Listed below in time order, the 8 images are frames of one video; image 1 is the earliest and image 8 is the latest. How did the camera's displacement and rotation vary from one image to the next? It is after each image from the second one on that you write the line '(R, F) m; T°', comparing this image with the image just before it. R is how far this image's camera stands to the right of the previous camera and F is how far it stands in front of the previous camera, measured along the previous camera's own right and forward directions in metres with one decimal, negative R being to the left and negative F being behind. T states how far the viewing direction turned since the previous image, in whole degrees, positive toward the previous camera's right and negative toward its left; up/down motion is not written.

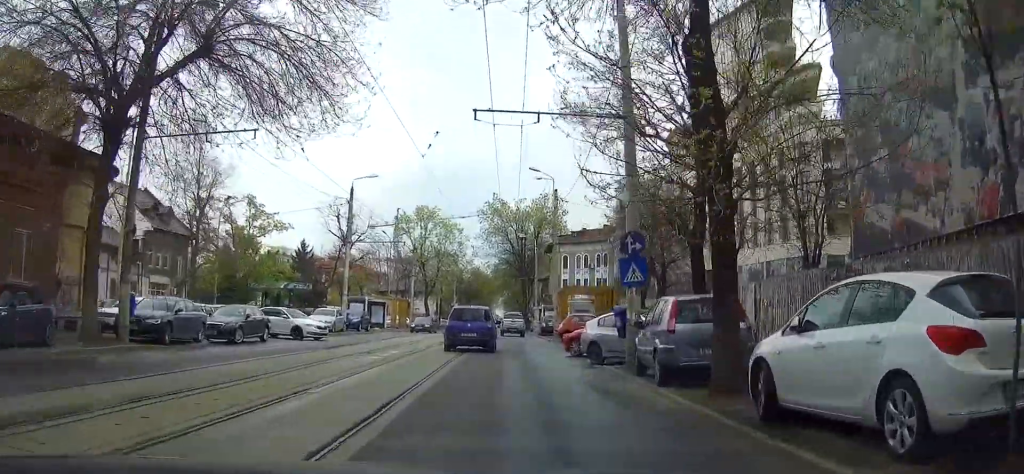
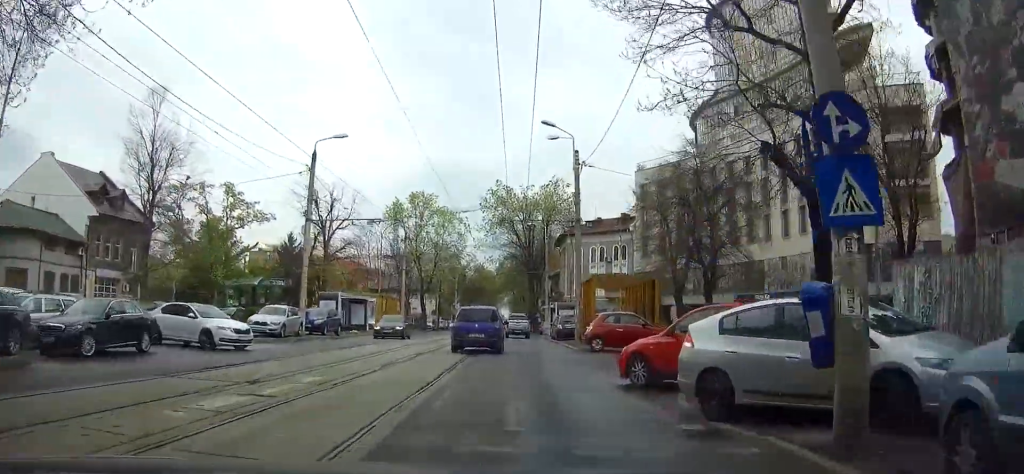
(-0.1, +11.0) m; +1°
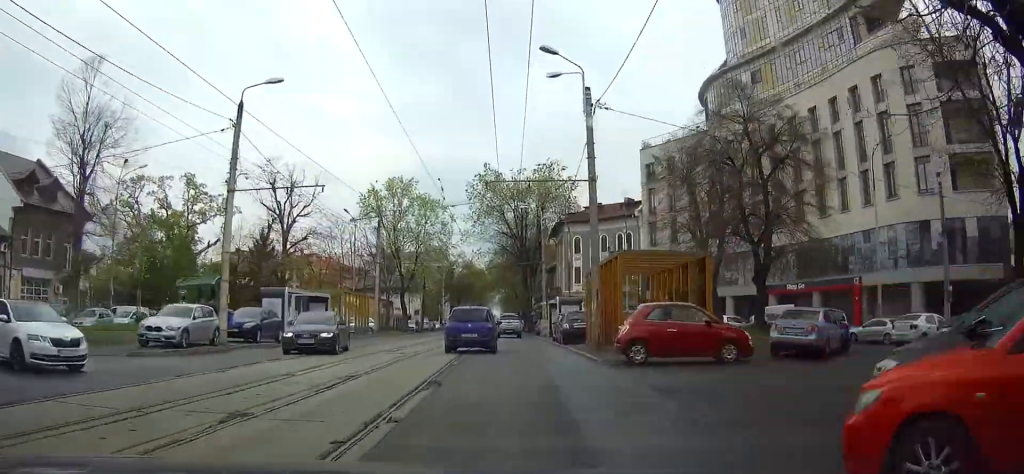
(+0.2, +9.8) m; +1°
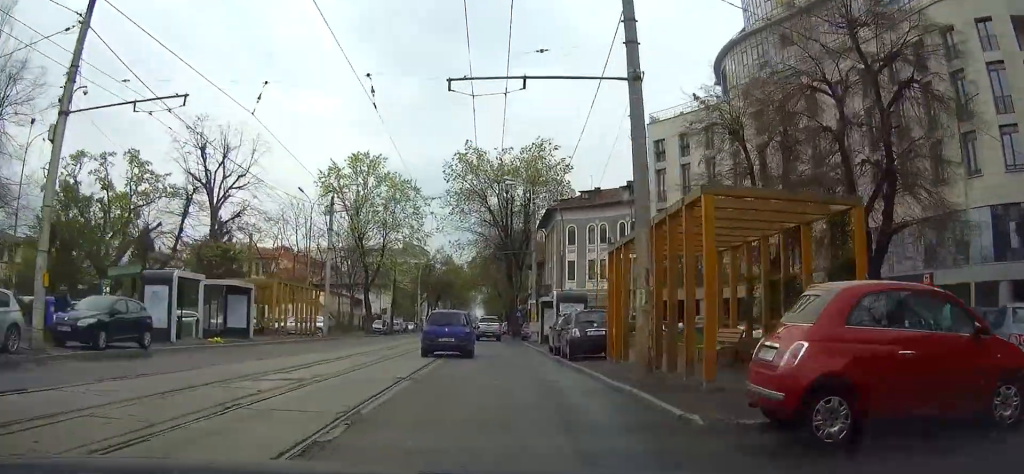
(-0.1, +11.2) m; +1°
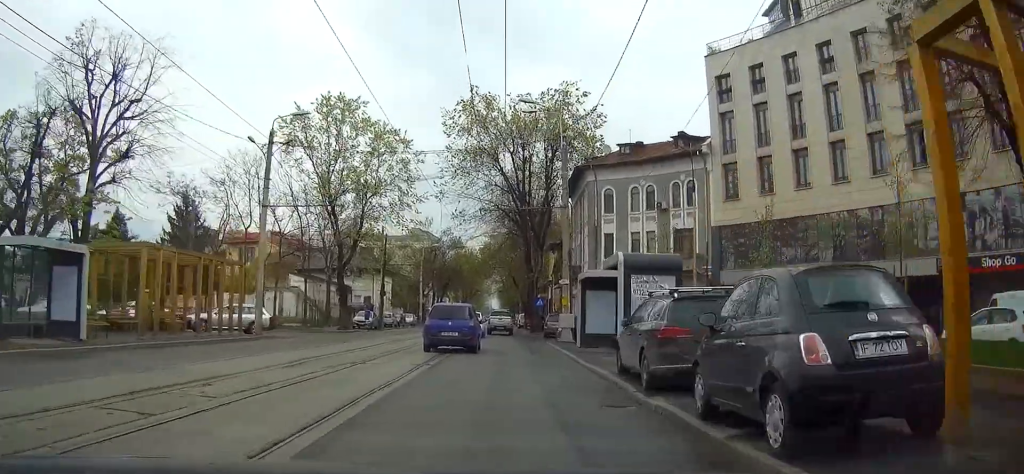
(+0.1, +15.3) m; 0°
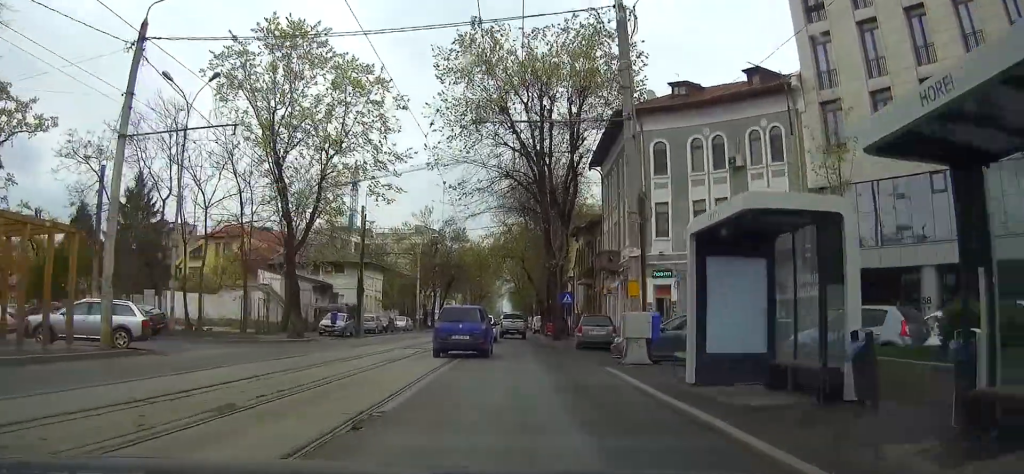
(-0.1, +14.1) m; 0°
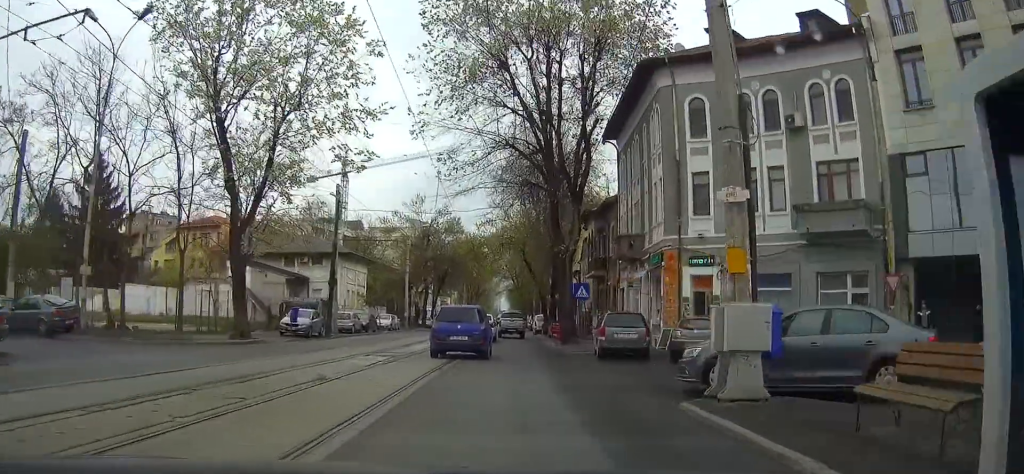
(+0.1, +7.8) m; 0°
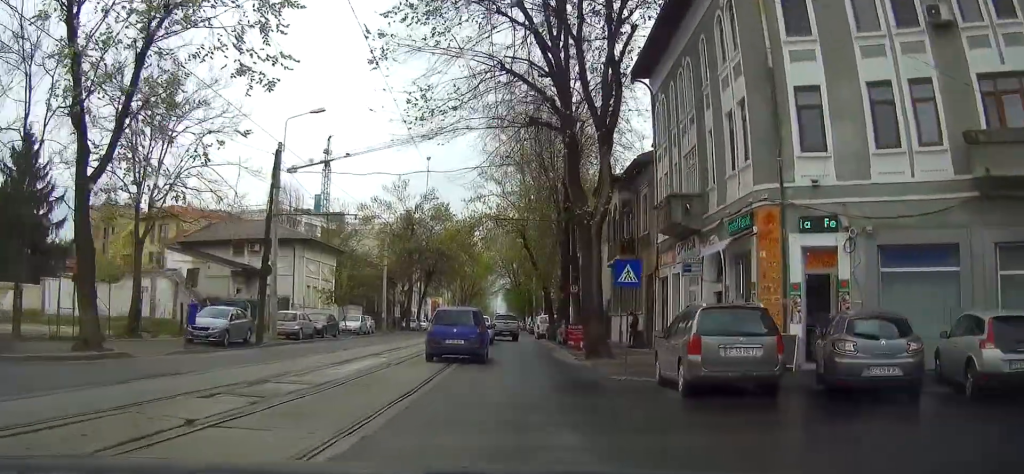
(0.0, +11.5) m; 0°
